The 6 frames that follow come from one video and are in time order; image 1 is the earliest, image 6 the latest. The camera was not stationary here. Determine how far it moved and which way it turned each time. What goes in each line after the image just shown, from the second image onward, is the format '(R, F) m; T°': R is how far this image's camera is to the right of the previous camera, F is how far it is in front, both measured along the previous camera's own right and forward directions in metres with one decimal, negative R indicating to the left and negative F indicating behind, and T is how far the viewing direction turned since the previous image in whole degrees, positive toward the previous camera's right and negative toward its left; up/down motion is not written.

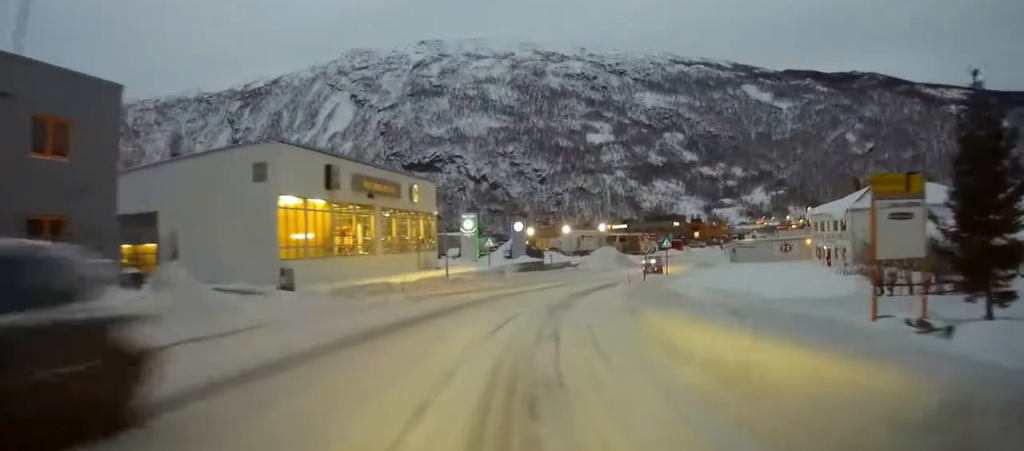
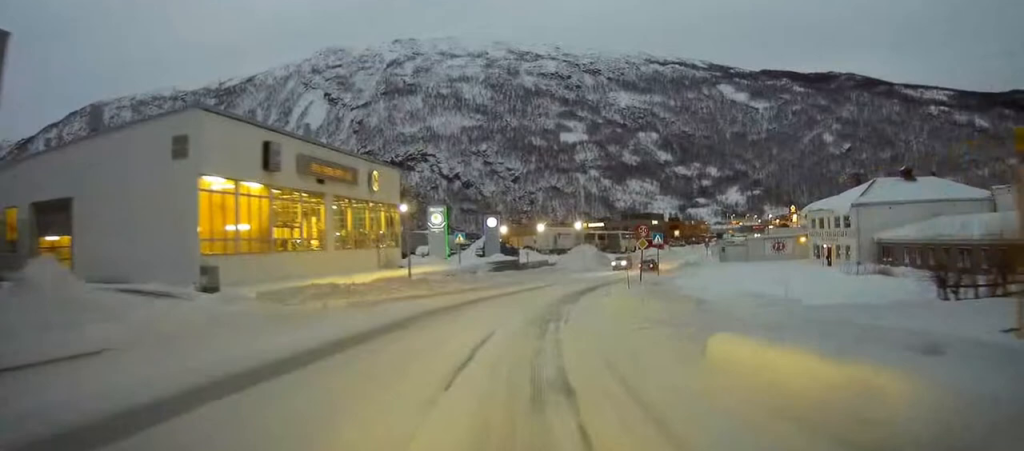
(+0.3, +6.5) m; +3°
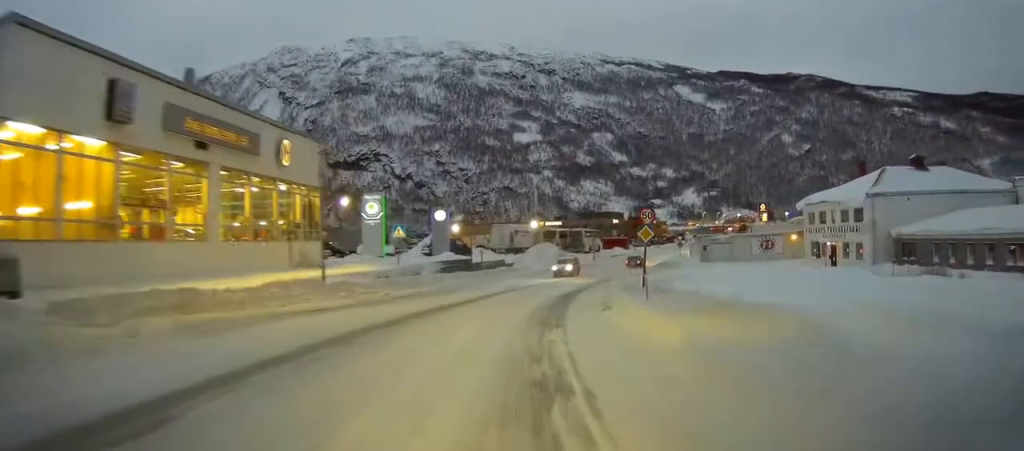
(+0.4, +10.5) m; +4°
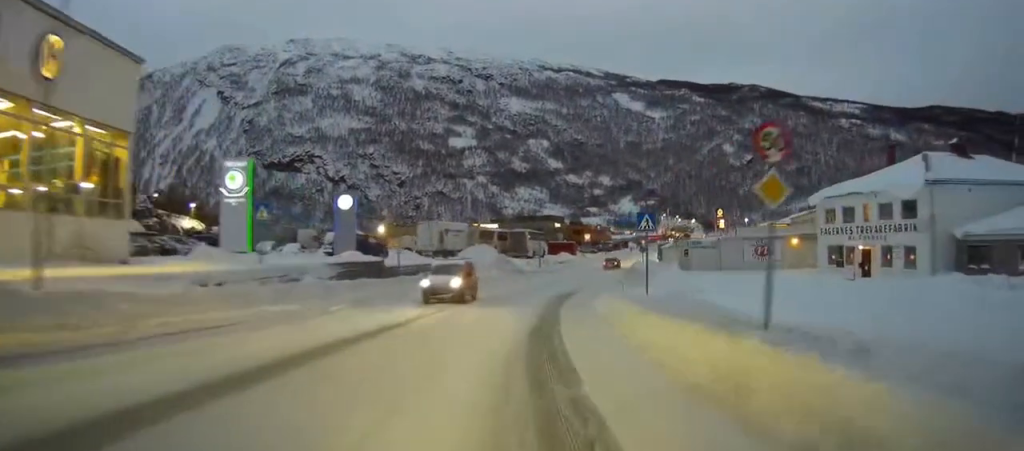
(+0.8, +15.7) m; +5°
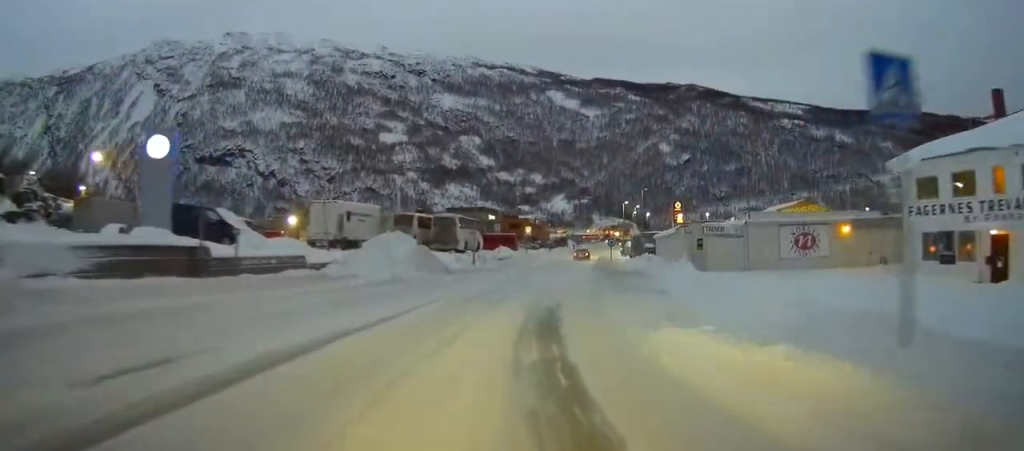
(+1.5, +20.3) m; +9°
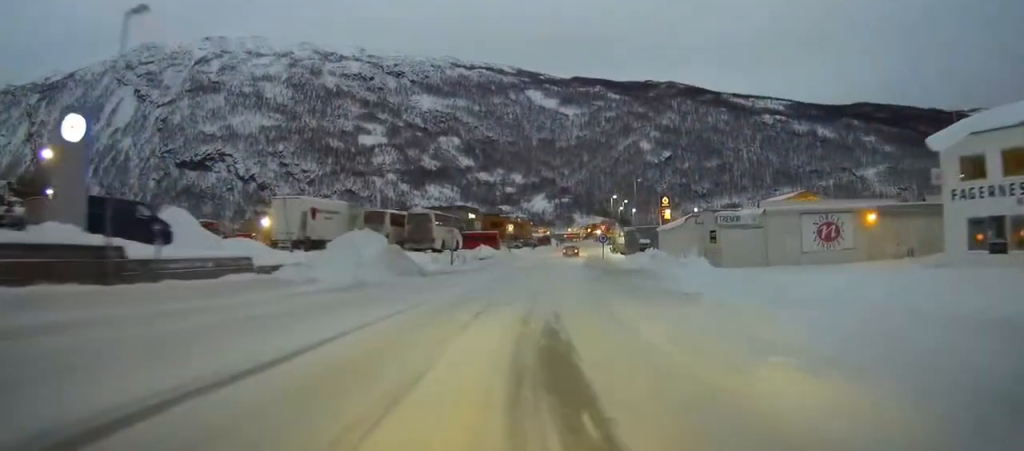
(+0.1, +5.4) m; +2°
